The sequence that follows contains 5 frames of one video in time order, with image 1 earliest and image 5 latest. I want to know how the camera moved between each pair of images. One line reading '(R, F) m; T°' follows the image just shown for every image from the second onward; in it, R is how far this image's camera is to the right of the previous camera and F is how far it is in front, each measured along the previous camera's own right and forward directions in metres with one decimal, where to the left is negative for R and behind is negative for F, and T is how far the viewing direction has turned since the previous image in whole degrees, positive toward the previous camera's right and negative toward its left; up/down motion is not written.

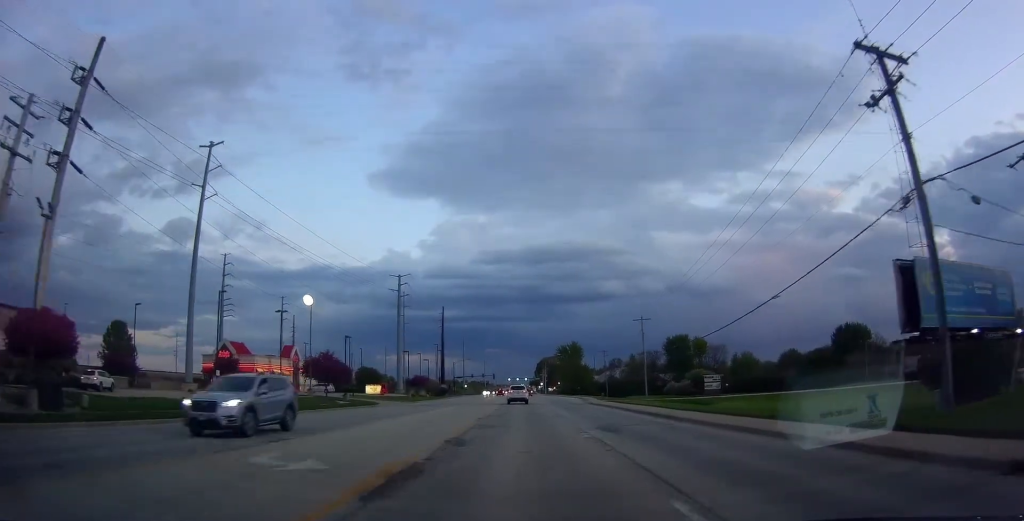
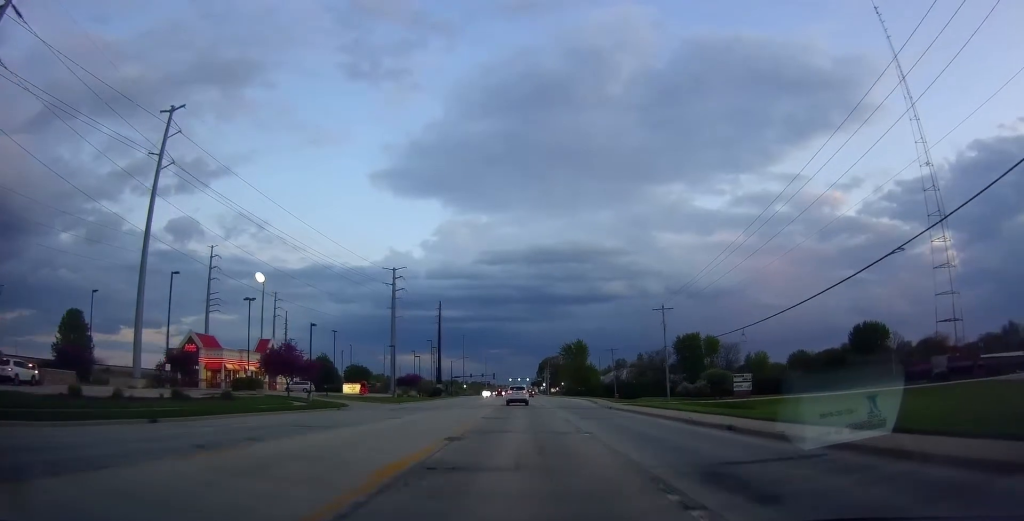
(0.0, +11.7) m; 0°
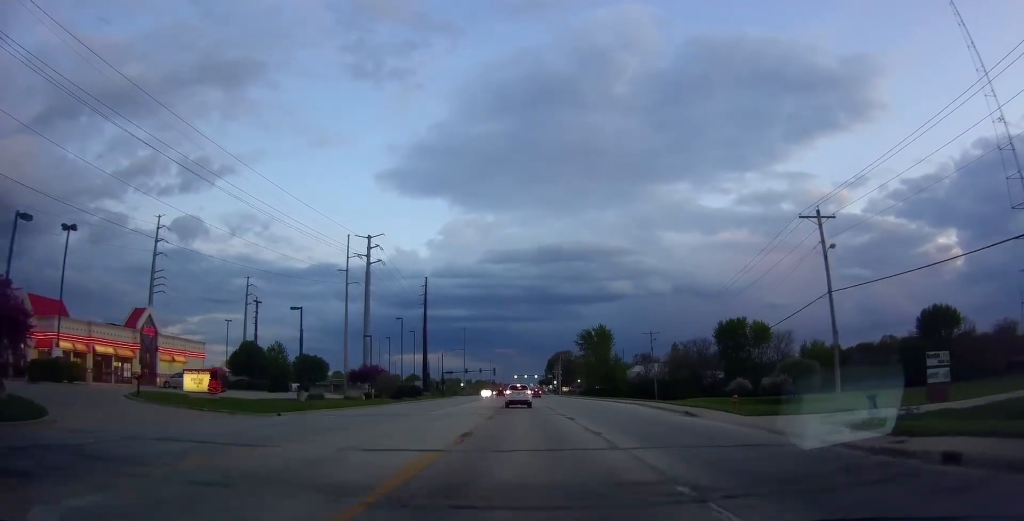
(0.0, +36.1) m; -2°
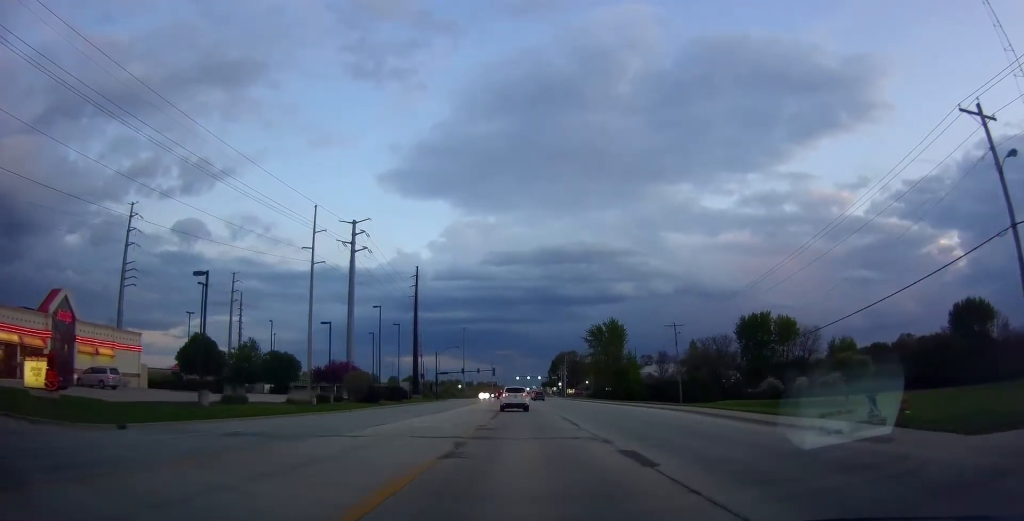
(-0.4, +14.9) m; -3°
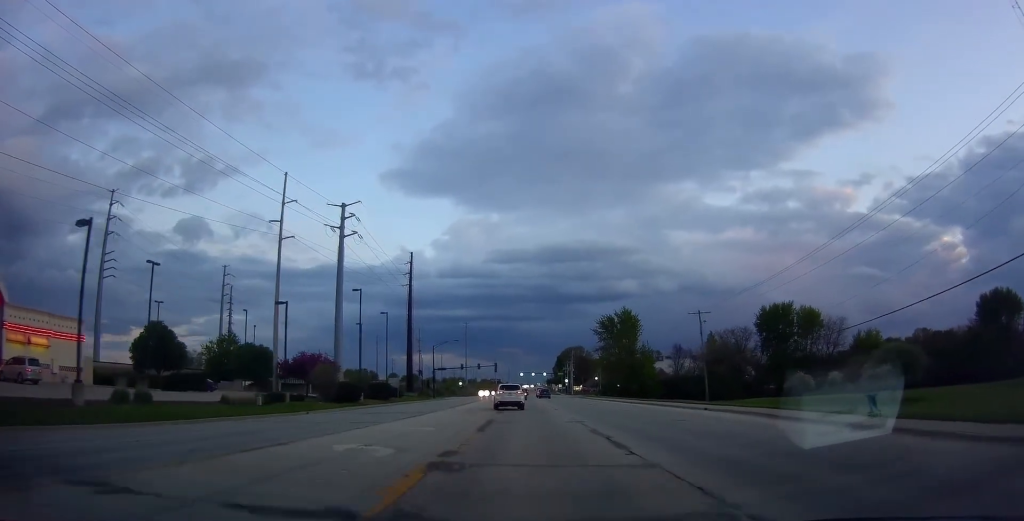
(-0.3, +10.5) m; +1°
